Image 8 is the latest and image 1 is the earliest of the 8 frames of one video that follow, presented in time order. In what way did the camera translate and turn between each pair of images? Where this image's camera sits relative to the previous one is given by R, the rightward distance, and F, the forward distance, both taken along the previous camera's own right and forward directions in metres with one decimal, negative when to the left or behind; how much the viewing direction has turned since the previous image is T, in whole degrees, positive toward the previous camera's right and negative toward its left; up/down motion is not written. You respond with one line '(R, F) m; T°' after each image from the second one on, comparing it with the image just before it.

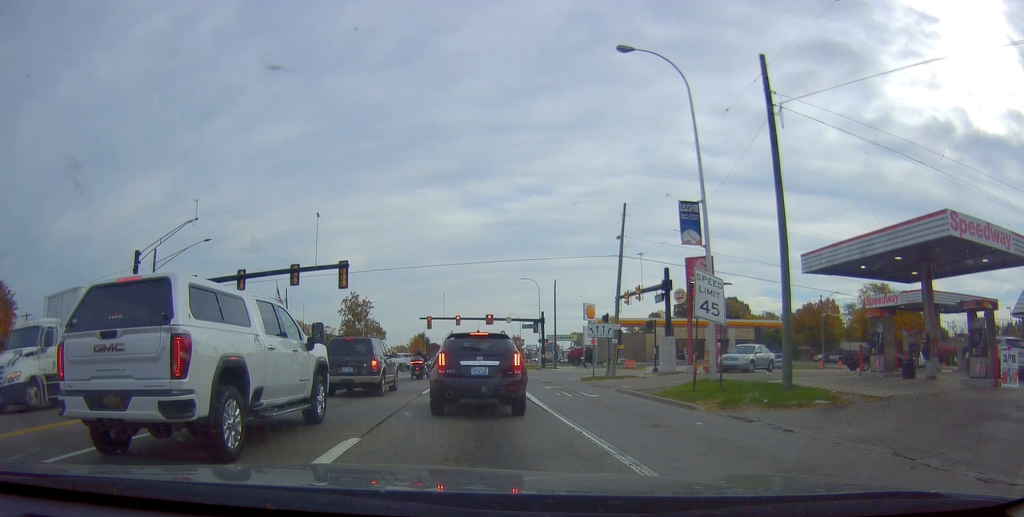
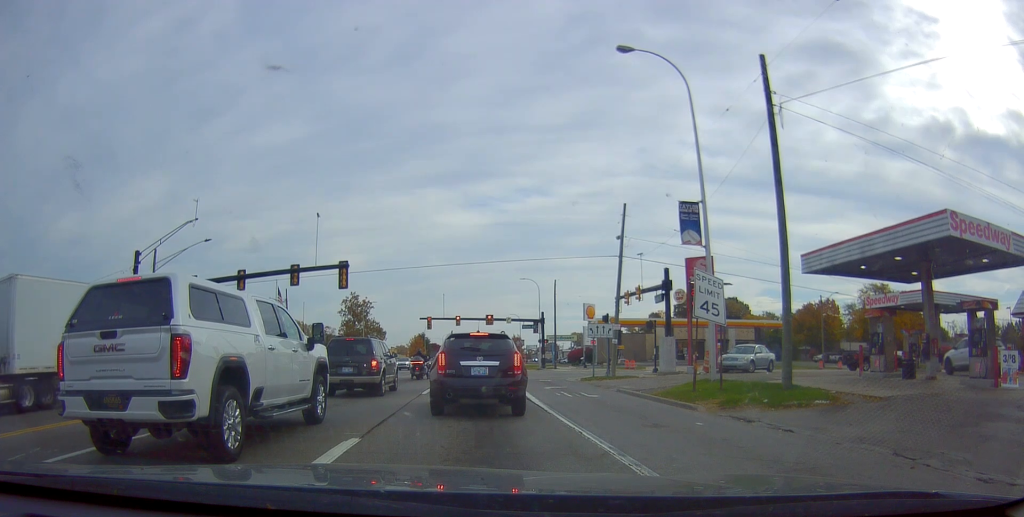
(0.0, 0.0) m; 0°
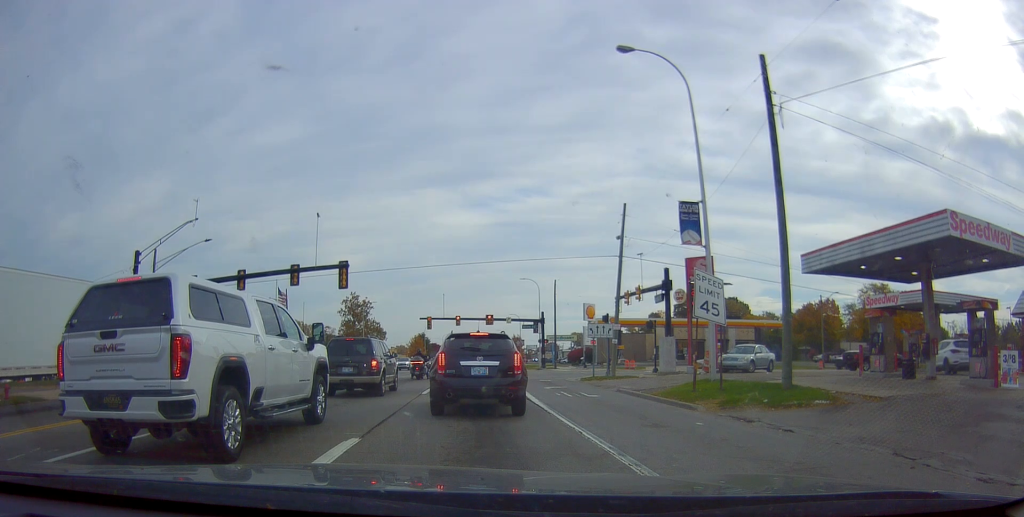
(0.0, 0.0) m; 0°
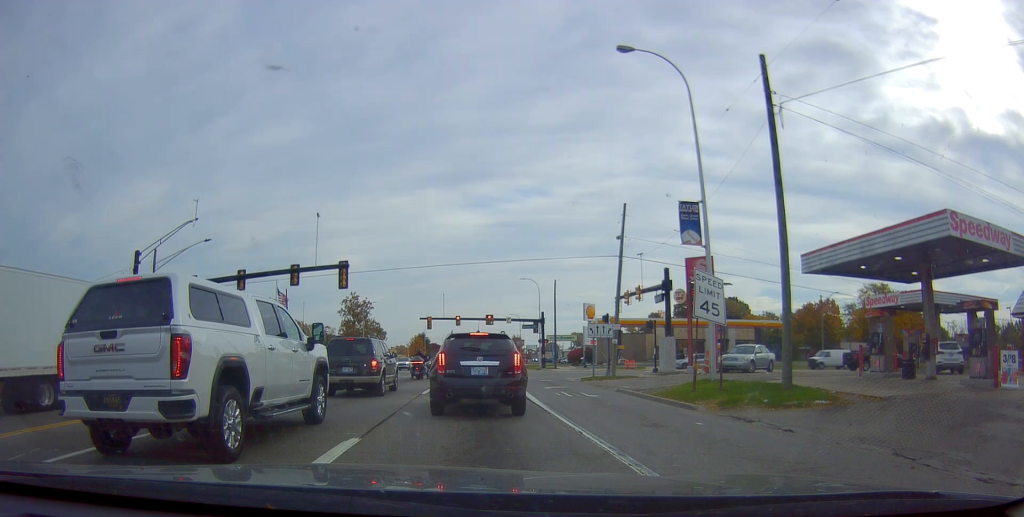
(0.0, 0.0) m; 0°
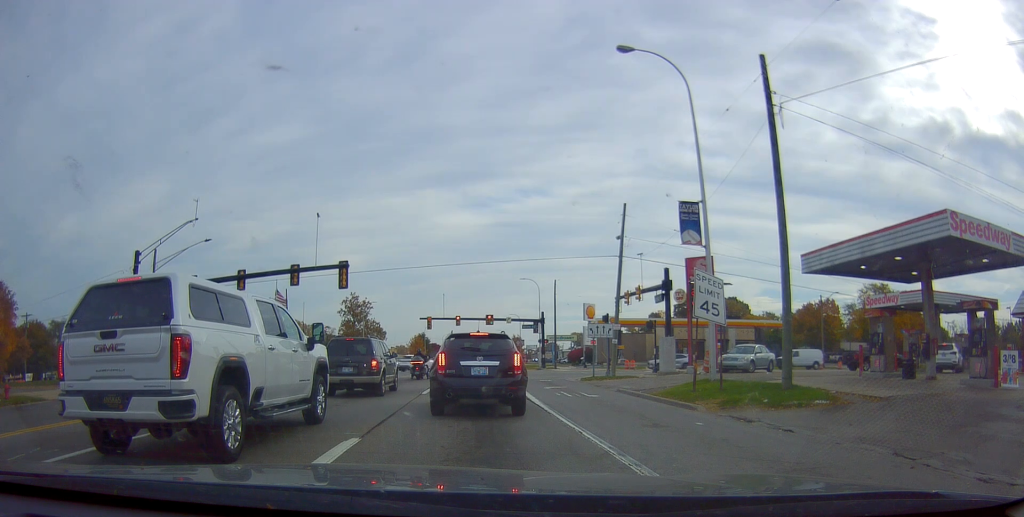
(0.0, 0.0) m; 0°
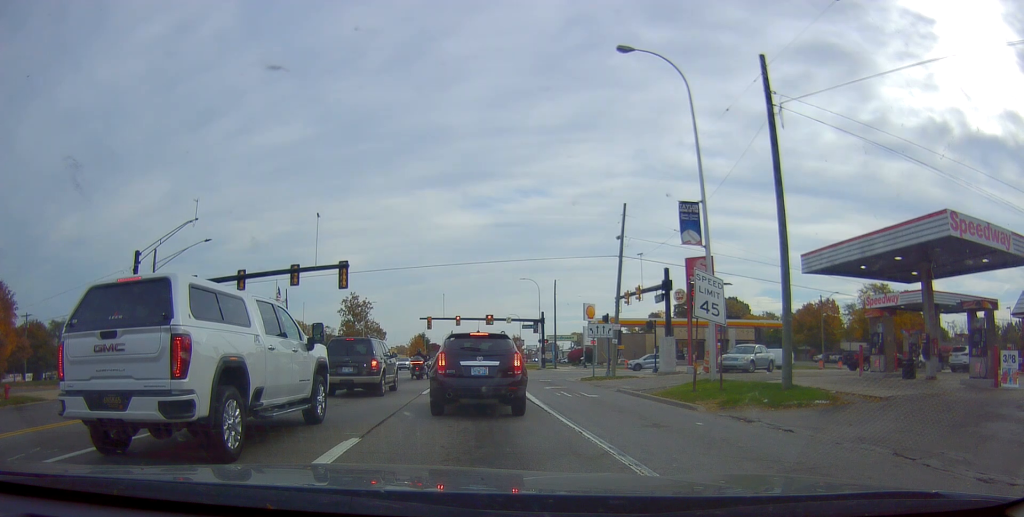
(0.0, 0.0) m; 0°
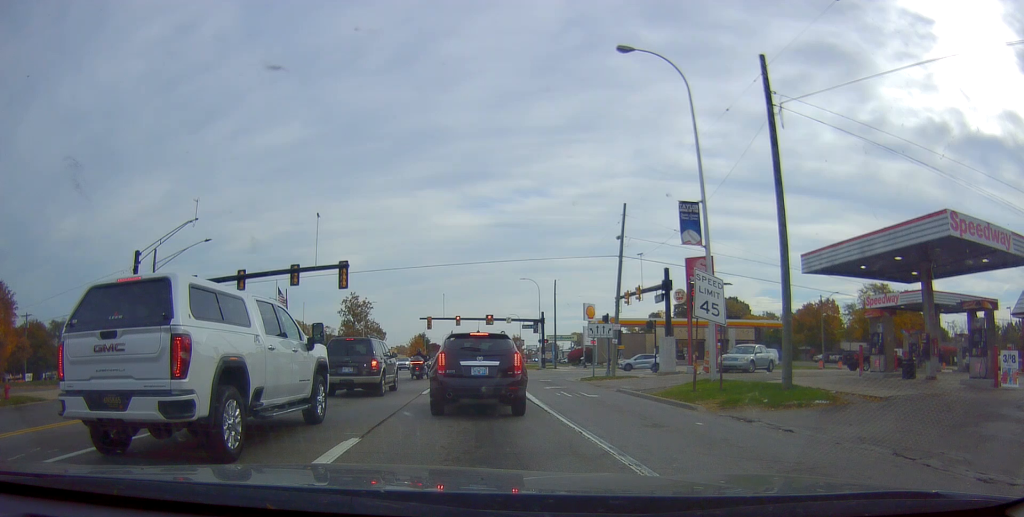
(0.0, 0.0) m; 0°
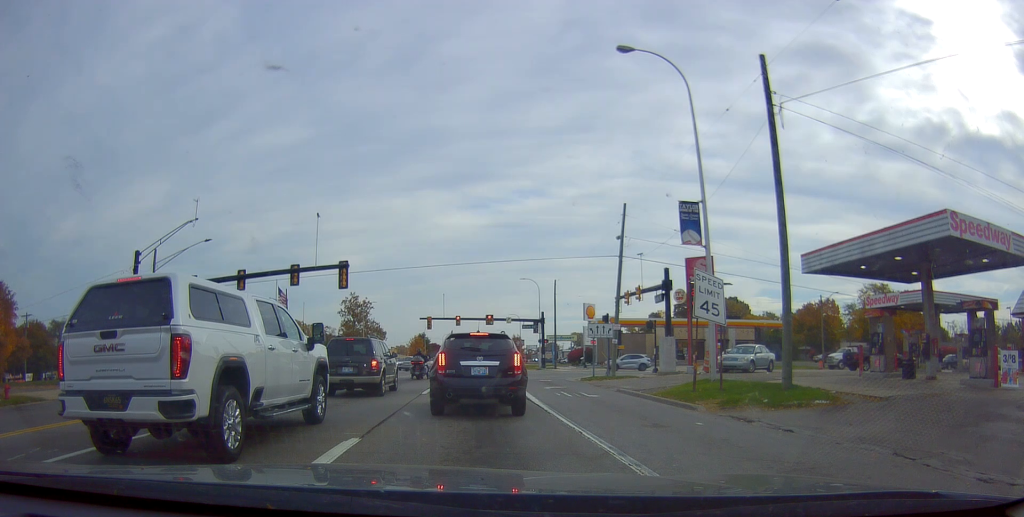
(0.0, 0.0) m; 0°
